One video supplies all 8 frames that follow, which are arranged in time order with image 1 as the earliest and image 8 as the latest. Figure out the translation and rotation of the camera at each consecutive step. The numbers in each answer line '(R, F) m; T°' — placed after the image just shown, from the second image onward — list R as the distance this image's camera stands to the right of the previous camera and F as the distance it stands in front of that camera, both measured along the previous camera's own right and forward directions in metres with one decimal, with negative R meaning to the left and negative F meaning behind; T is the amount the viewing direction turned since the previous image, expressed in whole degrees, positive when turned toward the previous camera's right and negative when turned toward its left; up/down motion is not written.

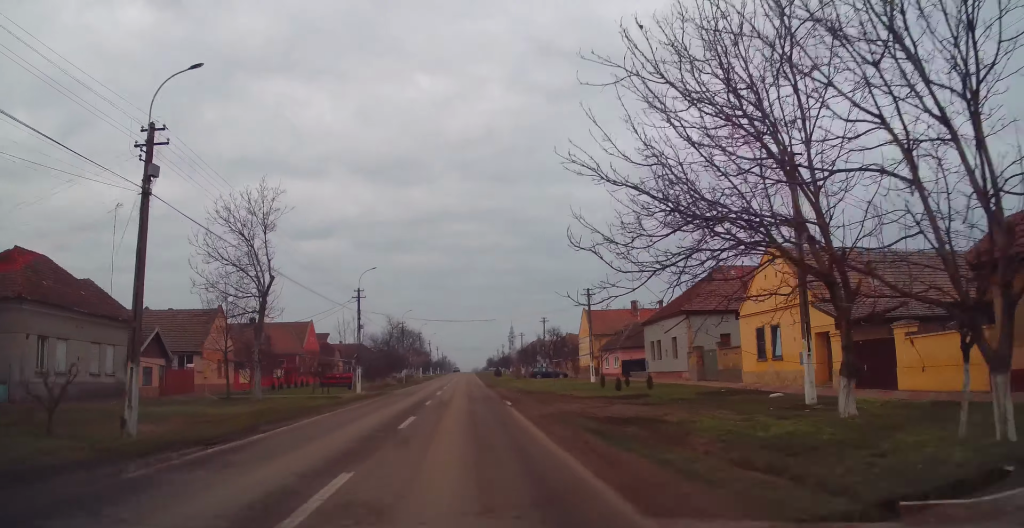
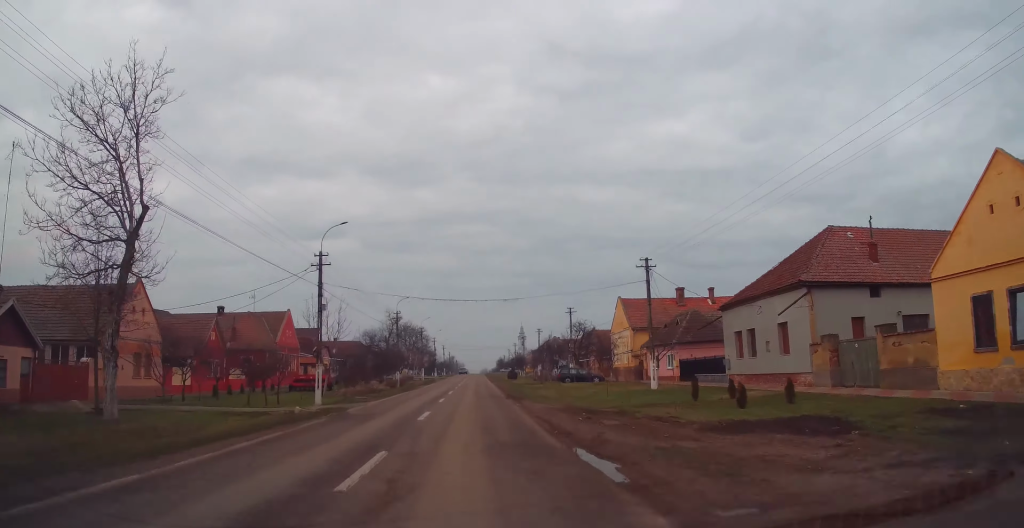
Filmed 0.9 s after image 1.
(-0.4, +15.6) m; 0°
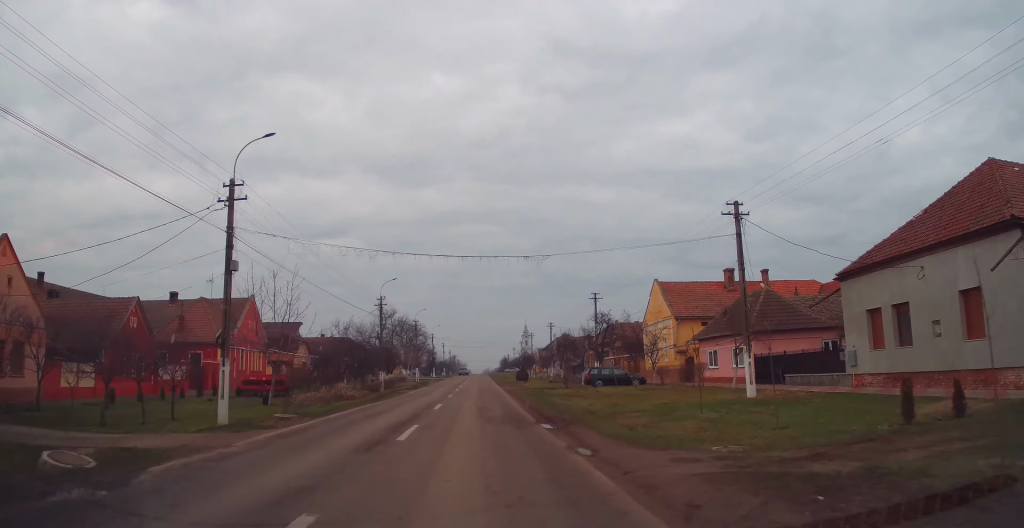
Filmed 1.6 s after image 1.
(+0.1, +13.4) m; 0°
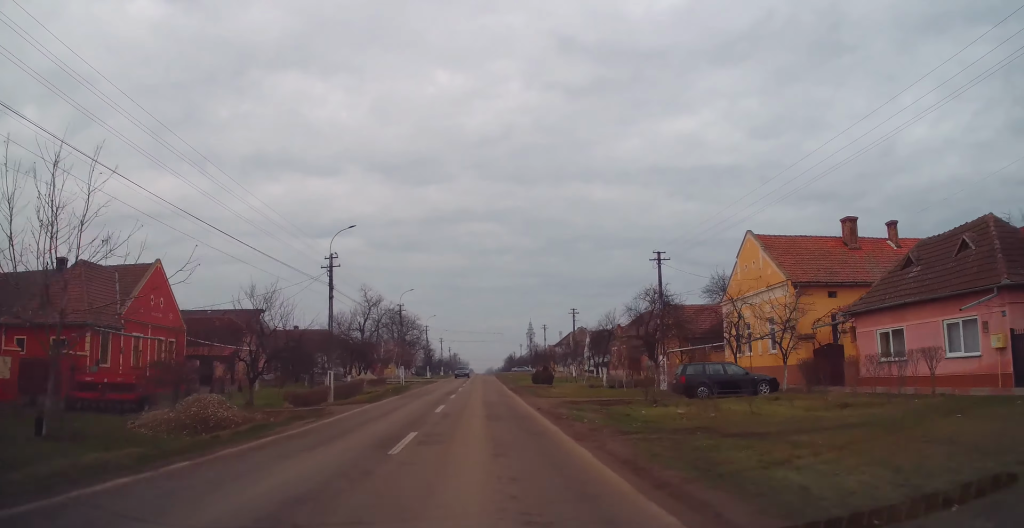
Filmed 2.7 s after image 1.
(-0.2, +19.7) m; -1°
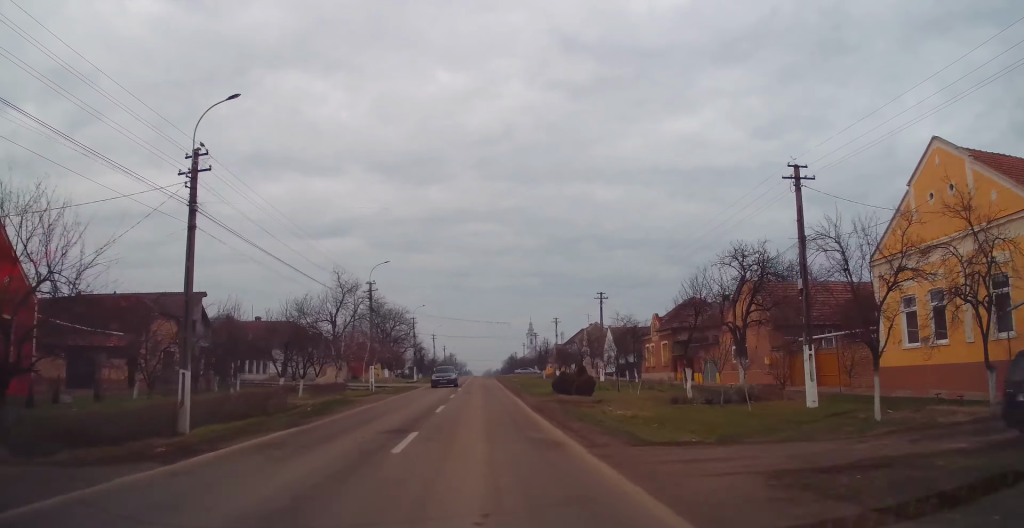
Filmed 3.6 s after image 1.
(-0.2, +17.5) m; 0°
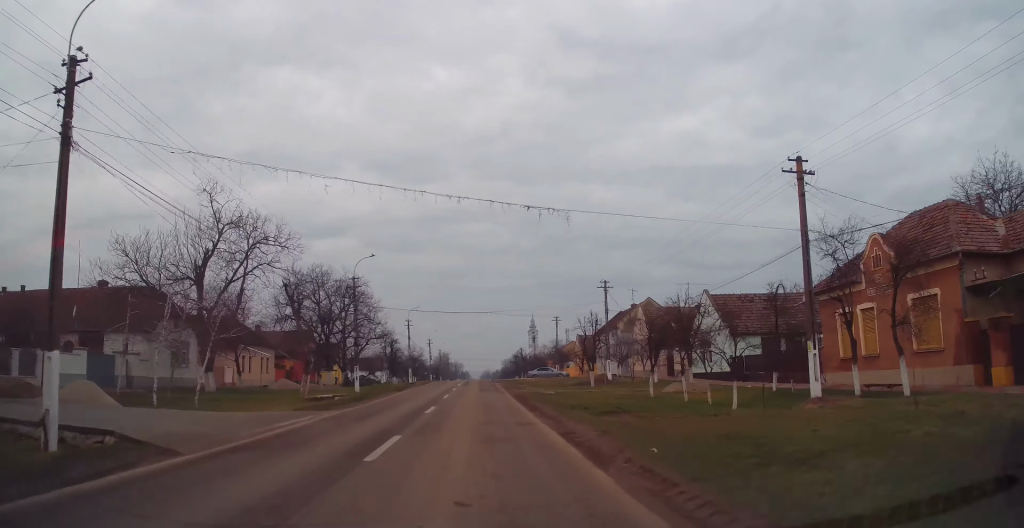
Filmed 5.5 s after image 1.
(+1.0, +36.7) m; +2°
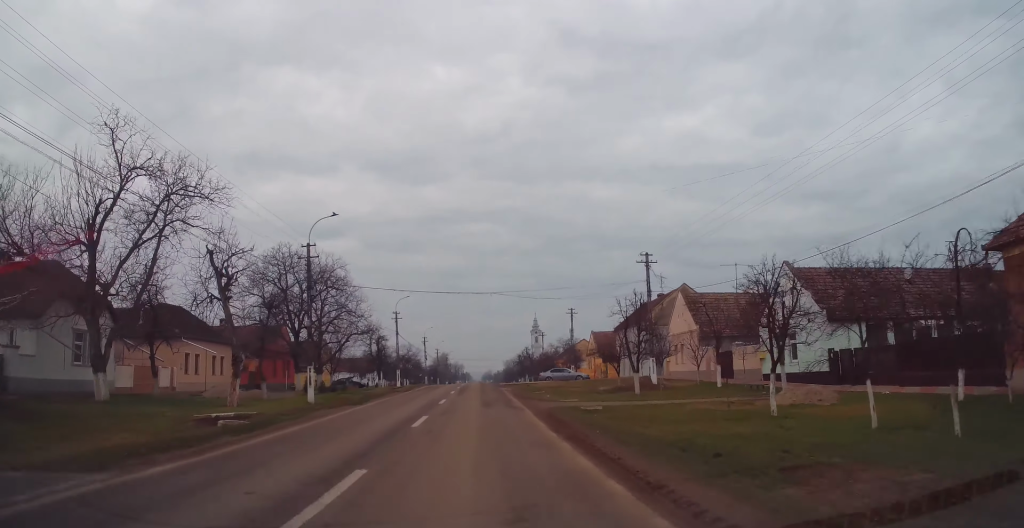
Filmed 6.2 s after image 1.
(-0.1, +12.8) m; 0°
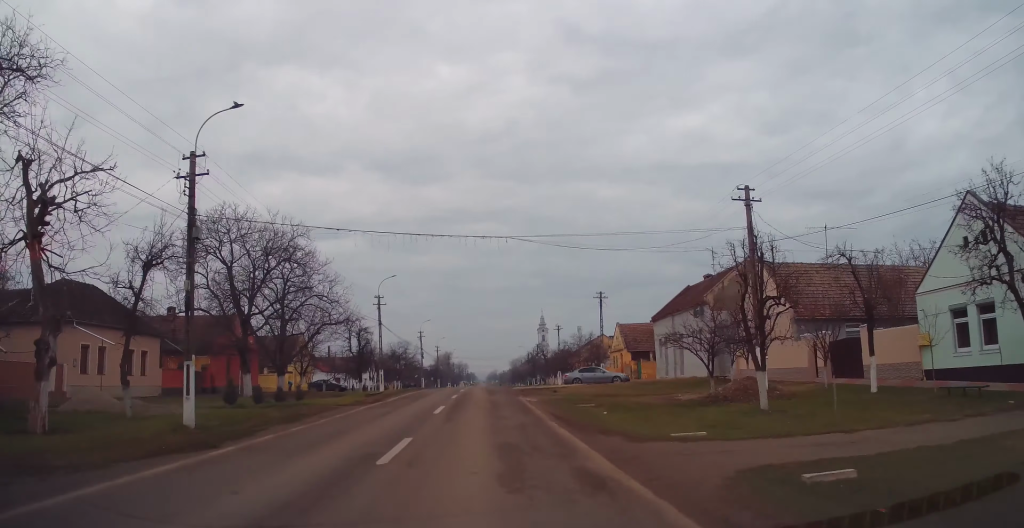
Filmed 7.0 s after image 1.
(0.0, +14.8) m; 0°
